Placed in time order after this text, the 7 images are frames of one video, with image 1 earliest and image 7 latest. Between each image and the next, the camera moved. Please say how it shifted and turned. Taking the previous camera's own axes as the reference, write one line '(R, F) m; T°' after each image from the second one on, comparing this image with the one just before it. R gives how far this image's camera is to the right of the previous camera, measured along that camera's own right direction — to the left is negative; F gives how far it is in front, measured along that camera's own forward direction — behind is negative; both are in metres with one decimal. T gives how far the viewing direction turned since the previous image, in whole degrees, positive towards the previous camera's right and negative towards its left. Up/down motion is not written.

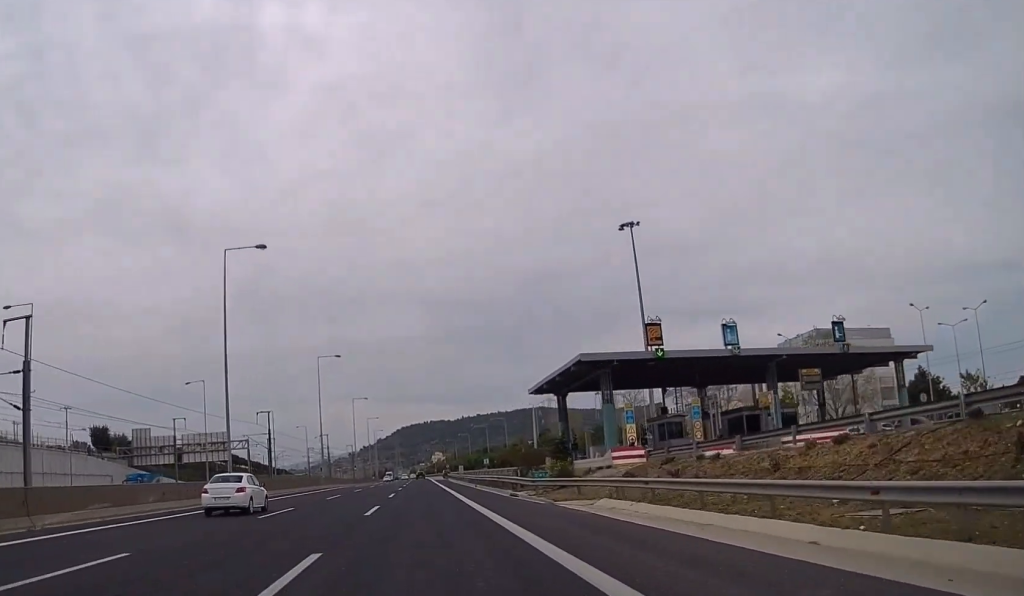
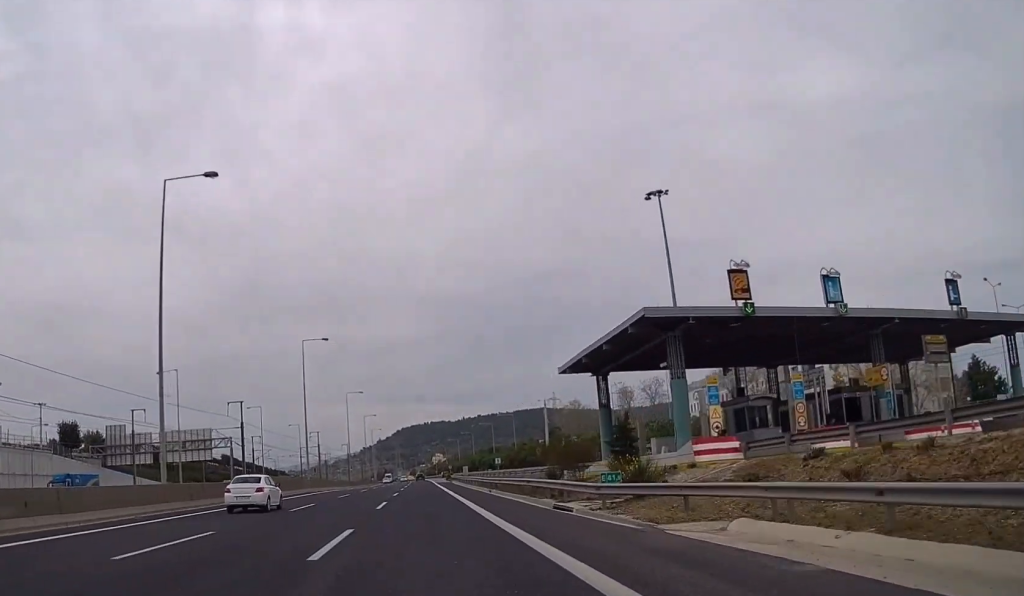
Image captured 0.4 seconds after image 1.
(0.0, +11.8) m; 0°
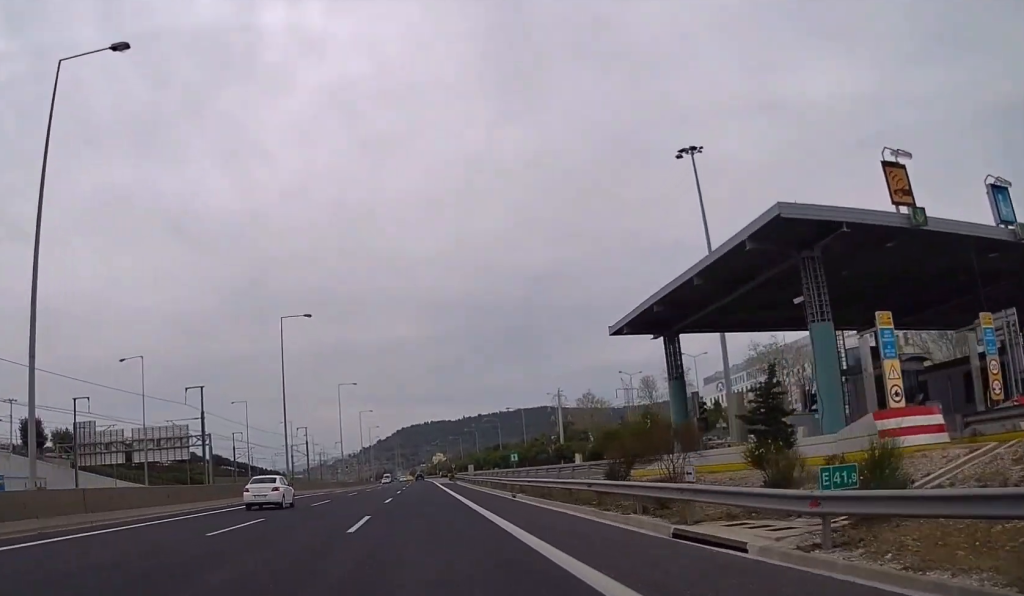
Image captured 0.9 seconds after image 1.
(0.0, +12.7) m; 0°
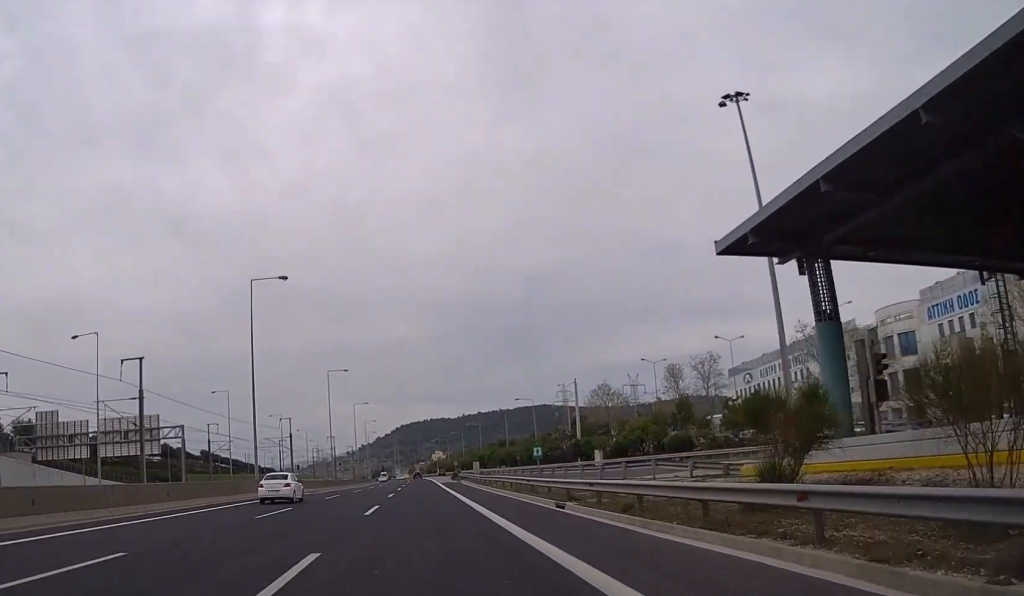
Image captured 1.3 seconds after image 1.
(0.0, +11.8) m; 0°
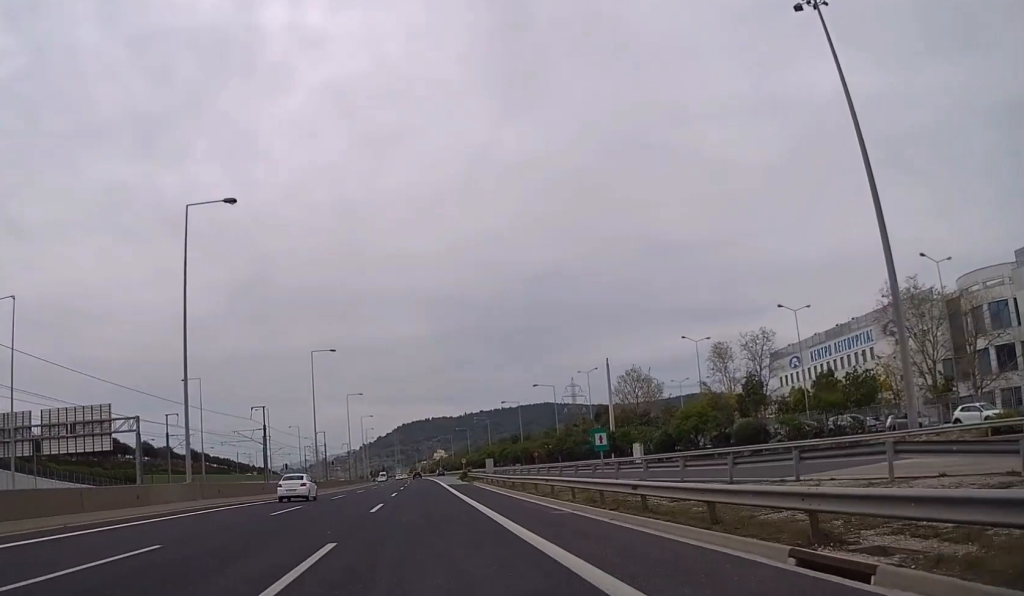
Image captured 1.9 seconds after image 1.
(0.0, +16.3) m; 0°
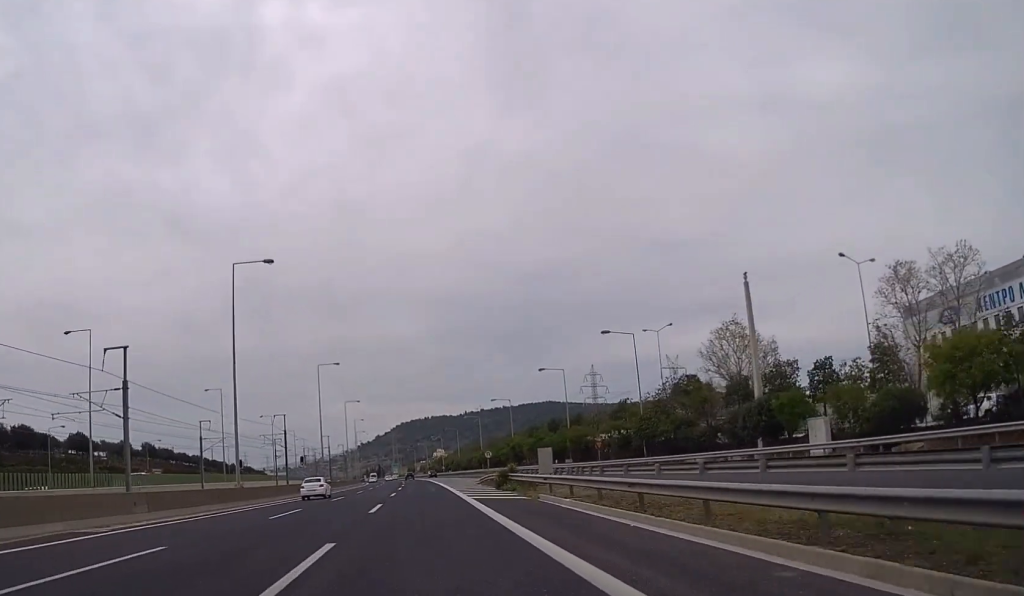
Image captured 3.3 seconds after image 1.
(0.0, +36.1) m; 0°
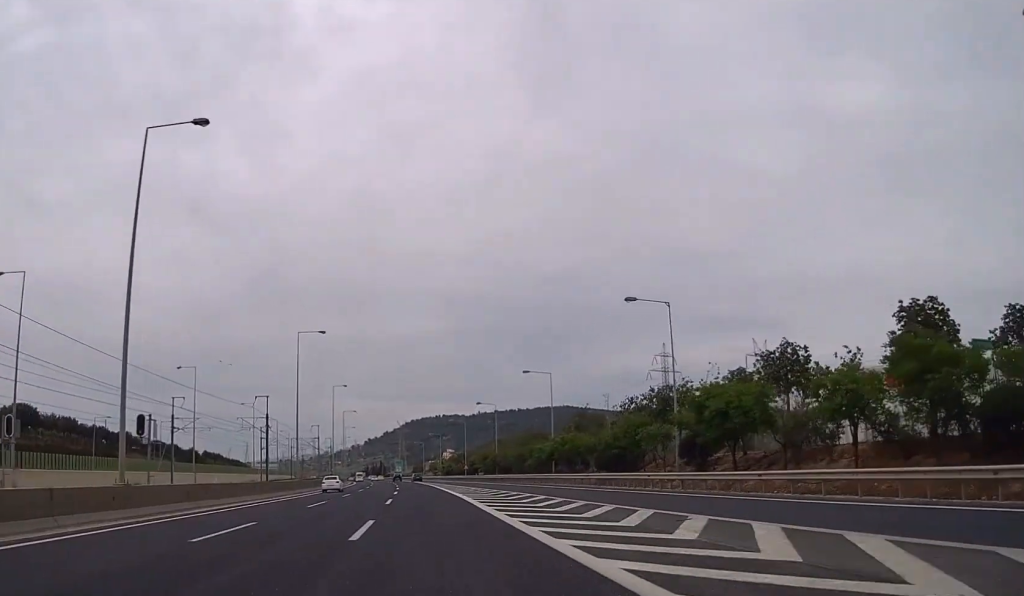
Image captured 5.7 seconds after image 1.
(-0.5, +64.6) m; -1°
